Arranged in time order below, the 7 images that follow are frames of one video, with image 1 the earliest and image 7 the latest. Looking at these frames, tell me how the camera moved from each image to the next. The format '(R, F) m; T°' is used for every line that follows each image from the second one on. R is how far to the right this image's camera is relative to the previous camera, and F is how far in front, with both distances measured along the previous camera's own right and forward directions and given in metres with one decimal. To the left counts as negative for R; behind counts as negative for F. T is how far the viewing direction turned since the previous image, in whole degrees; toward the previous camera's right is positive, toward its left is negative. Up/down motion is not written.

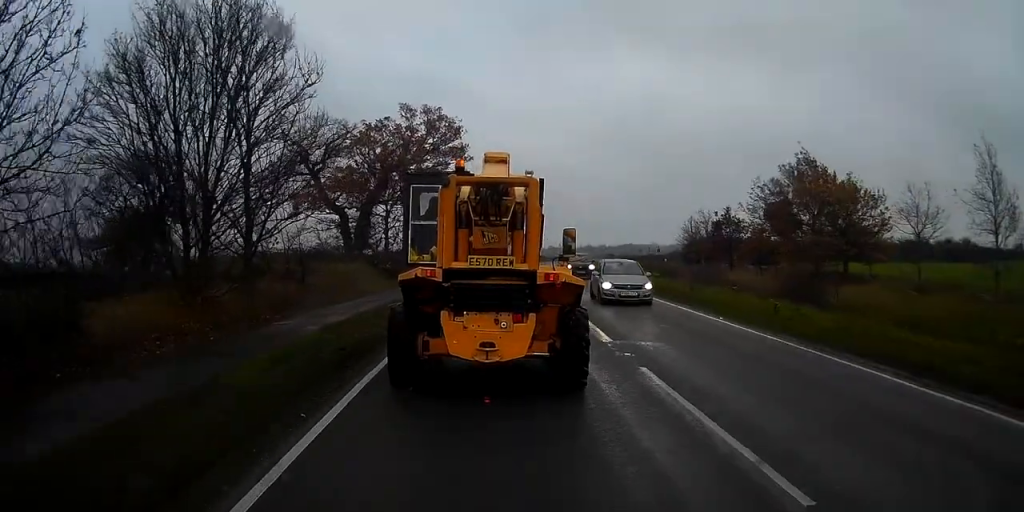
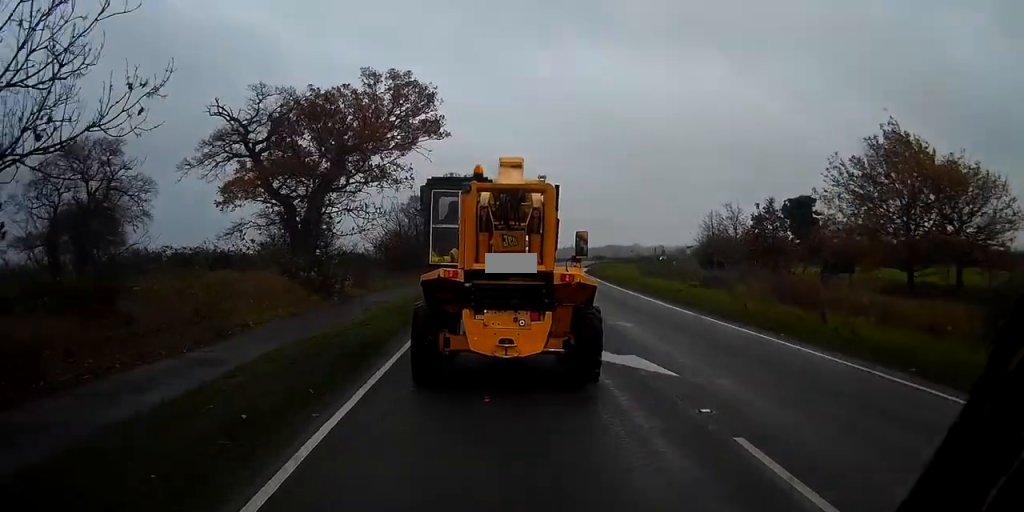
(0.0, +11.5) m; -2°
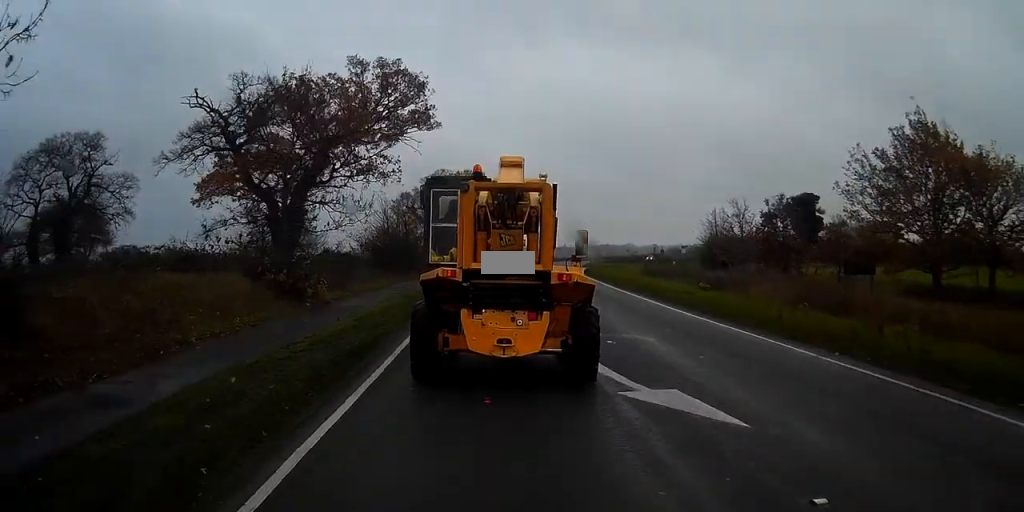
(0.0, +3.0) m; +1°
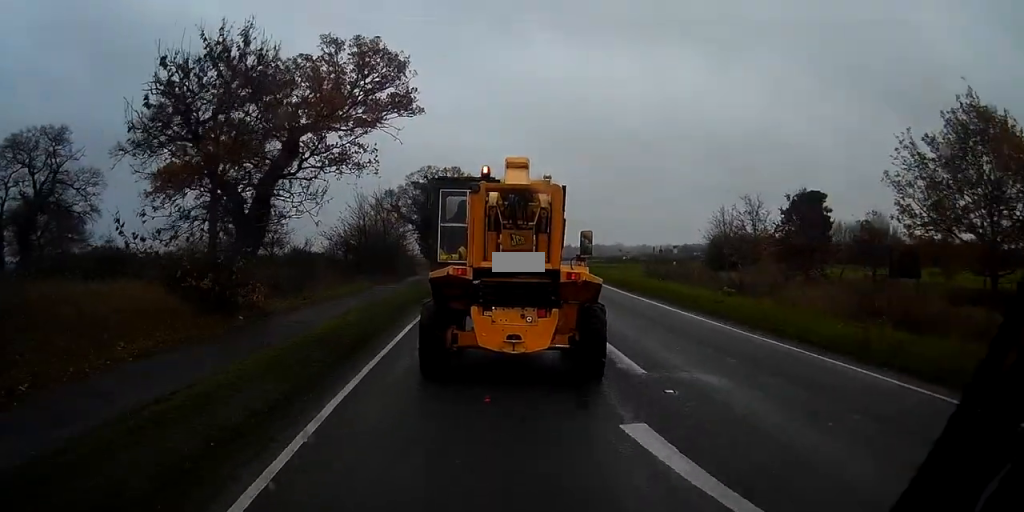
(0.0, +5.2) m; +1°
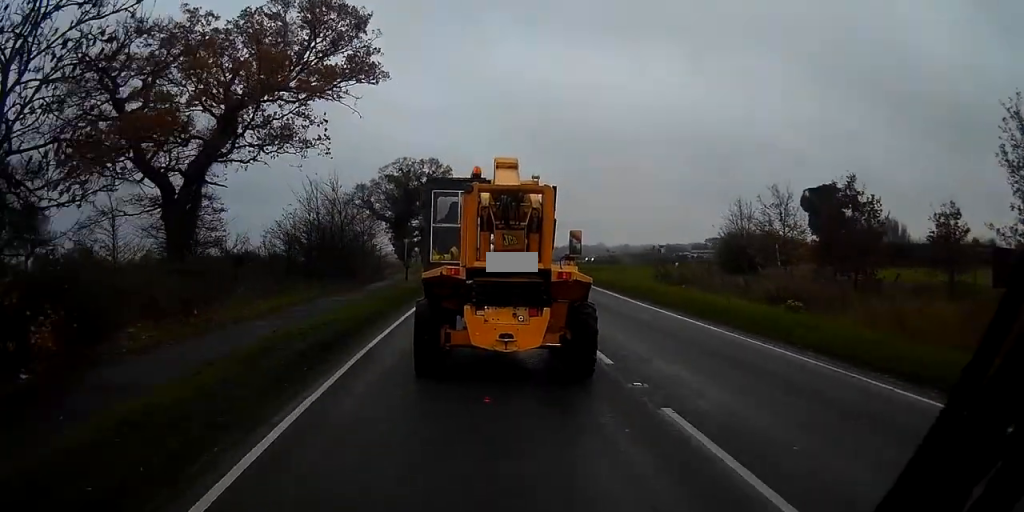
(+0.2, +8.2) m; +2°
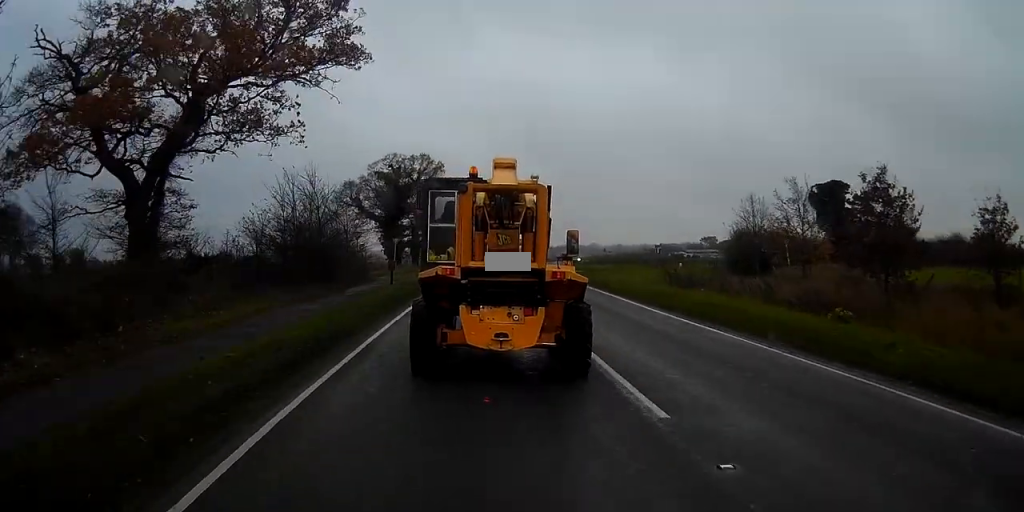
(0.0, +3.6) m; +1°
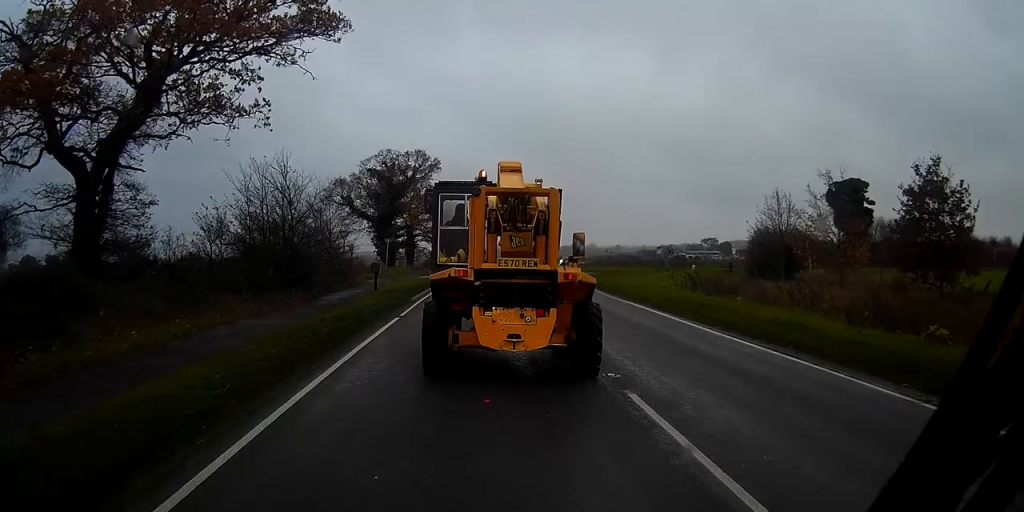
(+0.1, +4.6) m; +1°
